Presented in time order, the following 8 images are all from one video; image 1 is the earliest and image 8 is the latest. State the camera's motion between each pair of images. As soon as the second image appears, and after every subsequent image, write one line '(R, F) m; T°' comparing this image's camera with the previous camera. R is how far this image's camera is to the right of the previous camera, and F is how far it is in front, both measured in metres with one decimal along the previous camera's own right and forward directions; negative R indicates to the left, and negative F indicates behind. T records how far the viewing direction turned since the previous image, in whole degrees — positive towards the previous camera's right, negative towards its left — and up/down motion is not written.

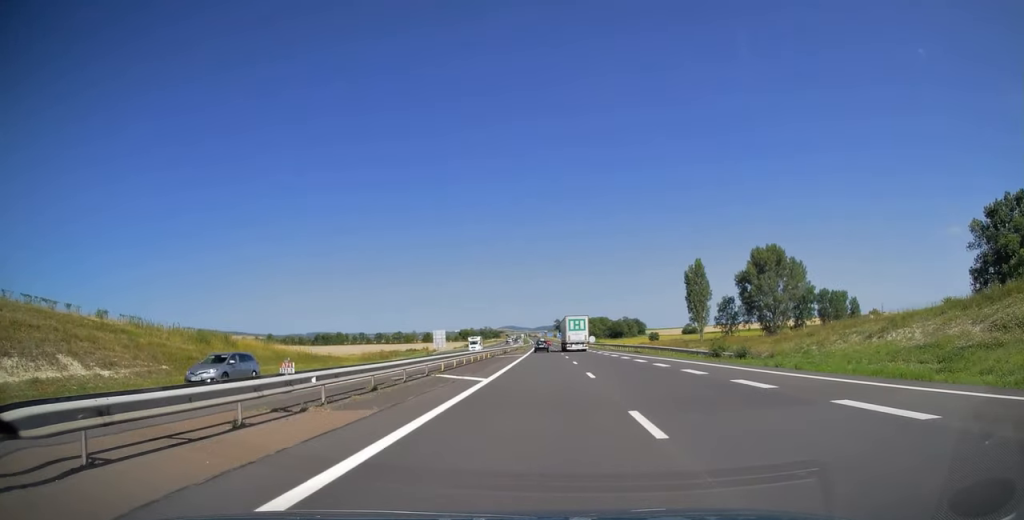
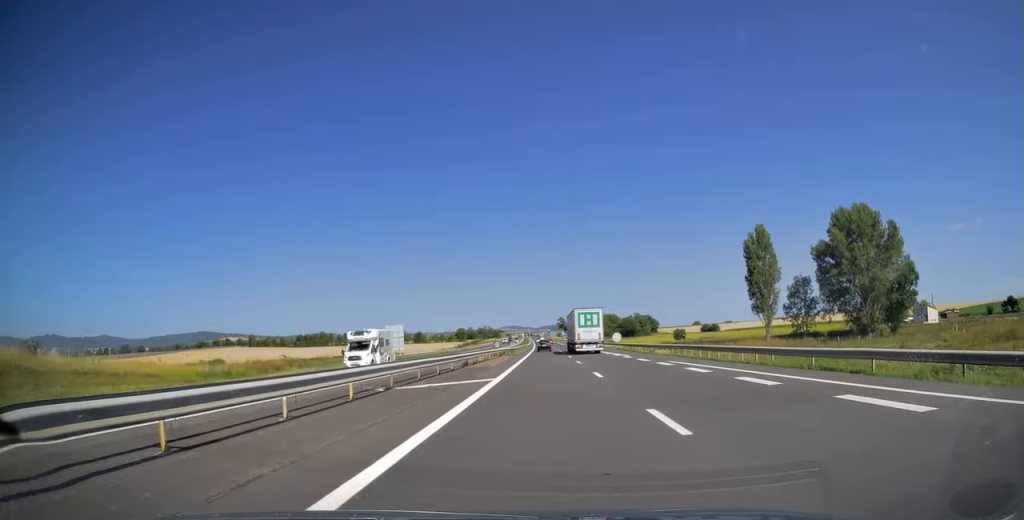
(+0.1, +38.8) m; 0°
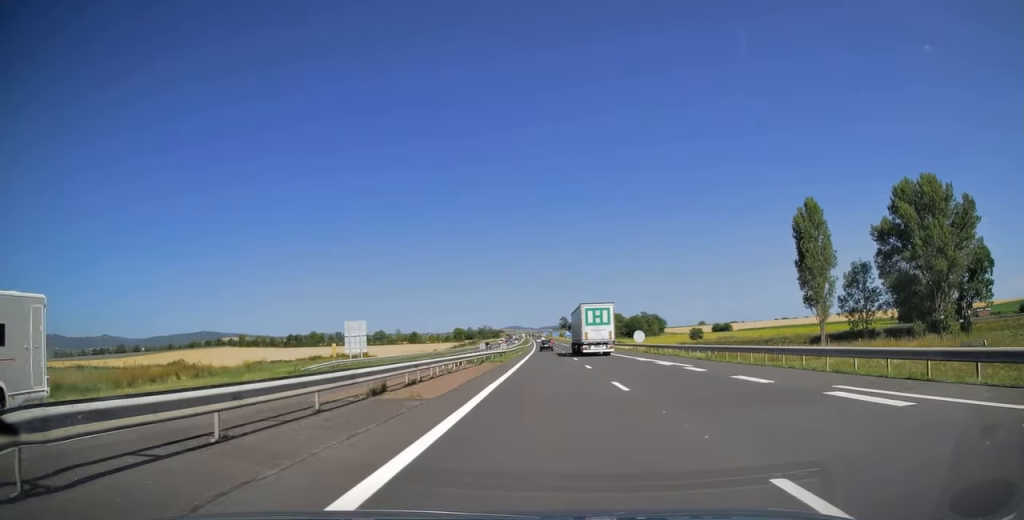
(-0.1, +18.8) m; 0°
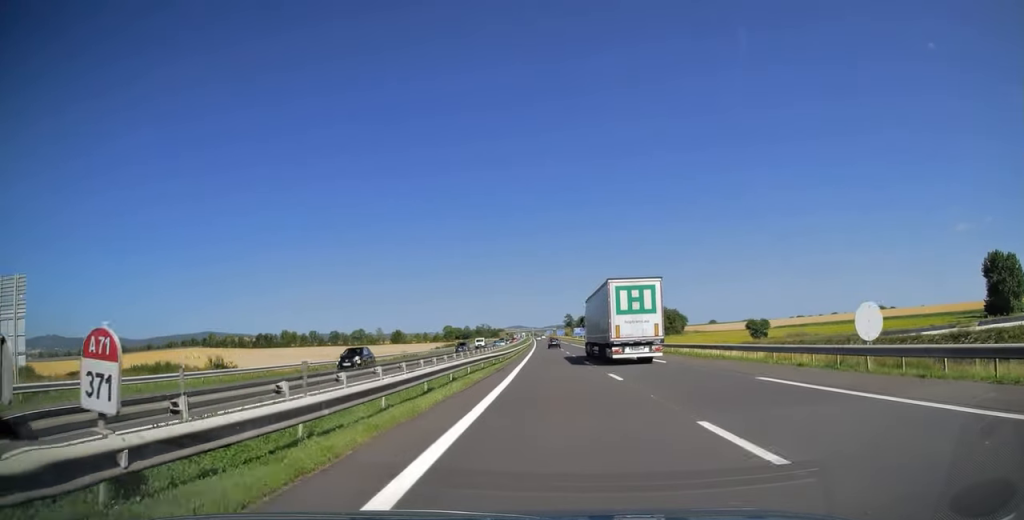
(-0.1, +48.5) m; 0°
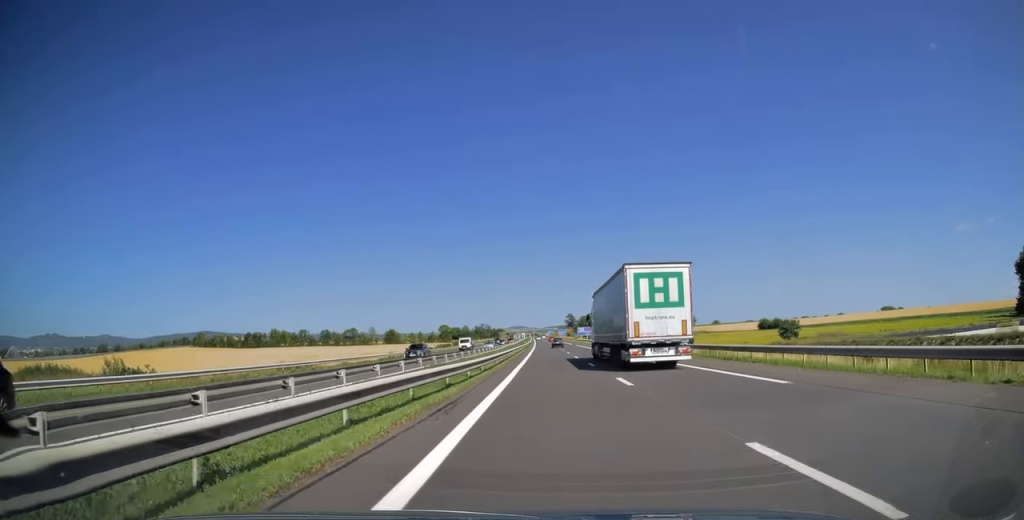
(0.0, +15.1) m; 0°
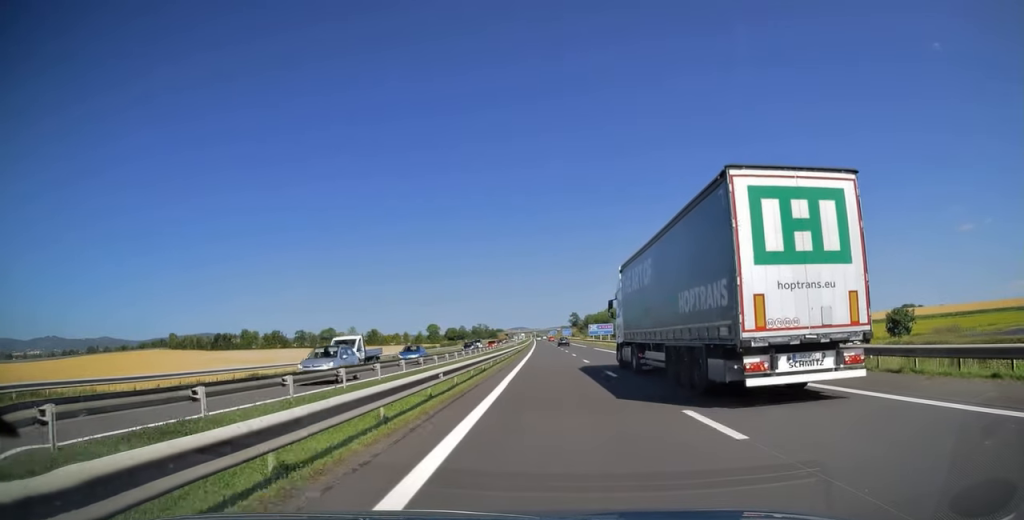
(-0.1, +35.6) m; 0°
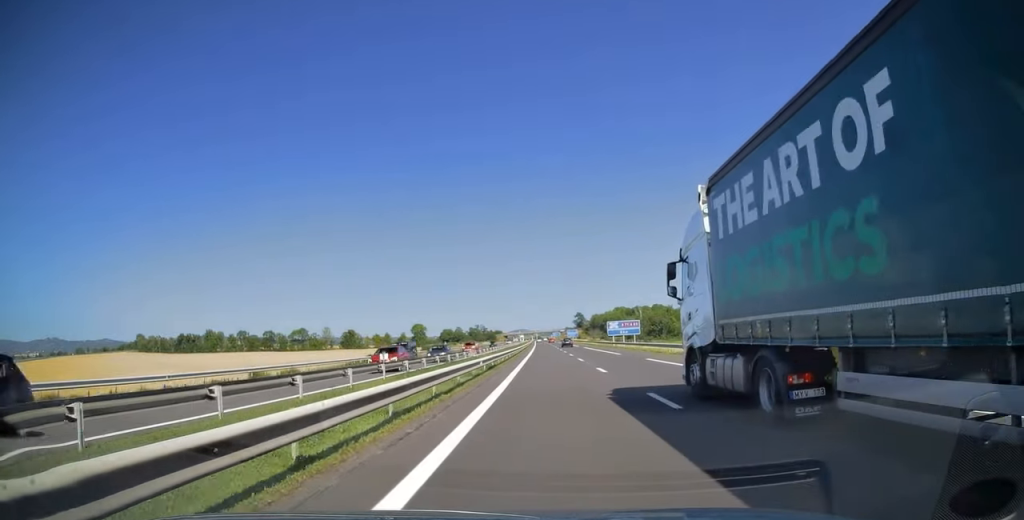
(0.0, +35.5) m; 0°
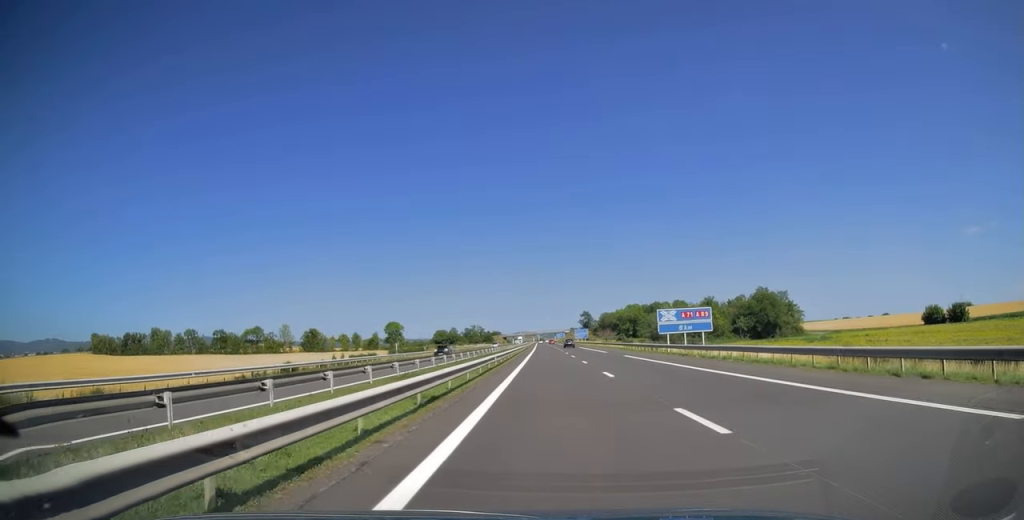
(-0.3, +41.9) m; 0°
